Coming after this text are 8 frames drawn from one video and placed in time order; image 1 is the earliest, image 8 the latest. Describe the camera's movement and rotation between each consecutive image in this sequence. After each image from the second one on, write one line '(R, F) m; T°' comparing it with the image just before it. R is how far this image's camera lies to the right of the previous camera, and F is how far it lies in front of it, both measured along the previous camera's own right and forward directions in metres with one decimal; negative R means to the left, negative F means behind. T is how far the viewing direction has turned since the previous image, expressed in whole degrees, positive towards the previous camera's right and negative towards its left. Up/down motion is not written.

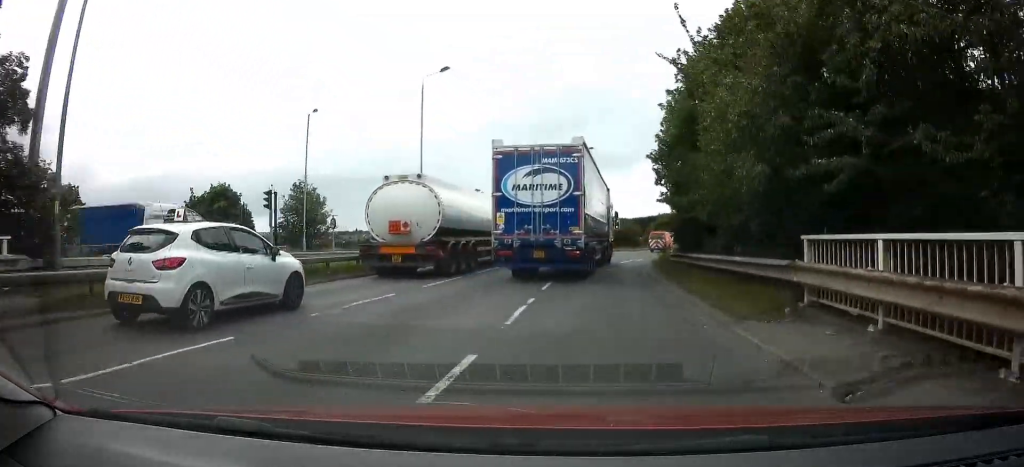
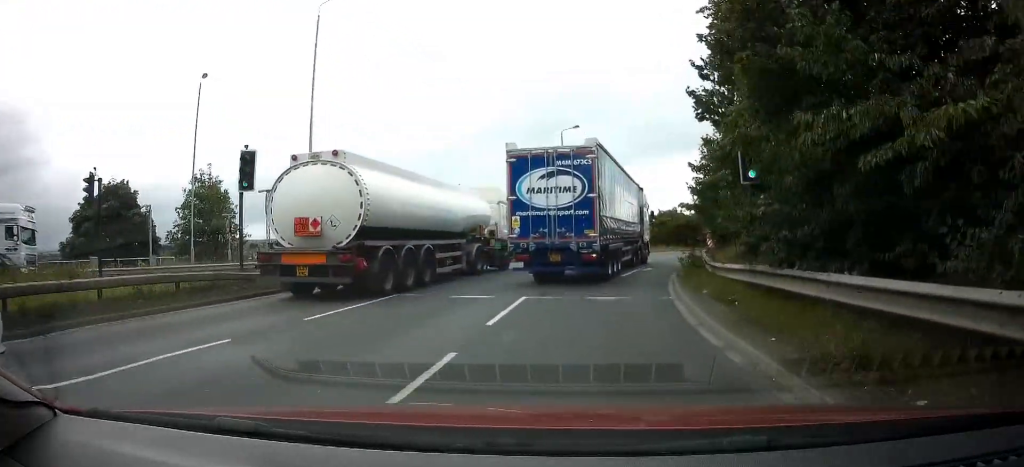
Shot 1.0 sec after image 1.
(+0.1, +11.4) m; +2°
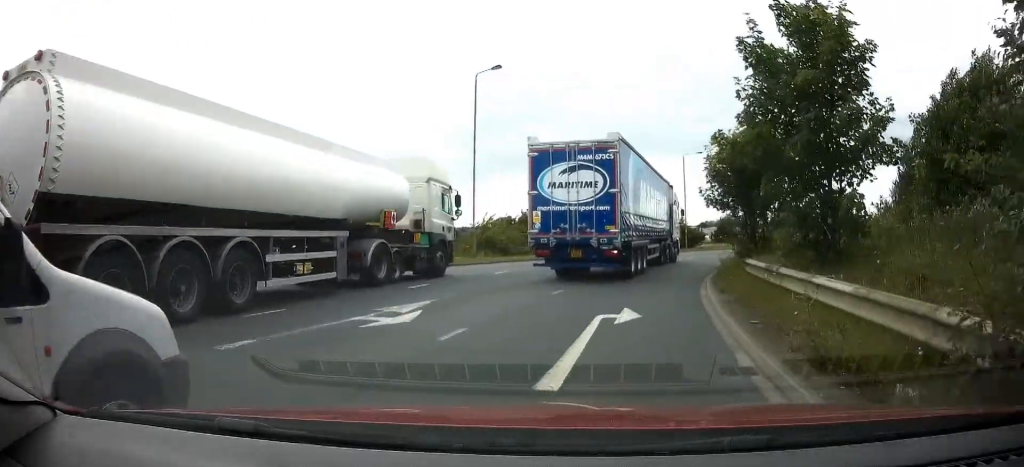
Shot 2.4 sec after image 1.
(+0.5, +15.3) m; +4°
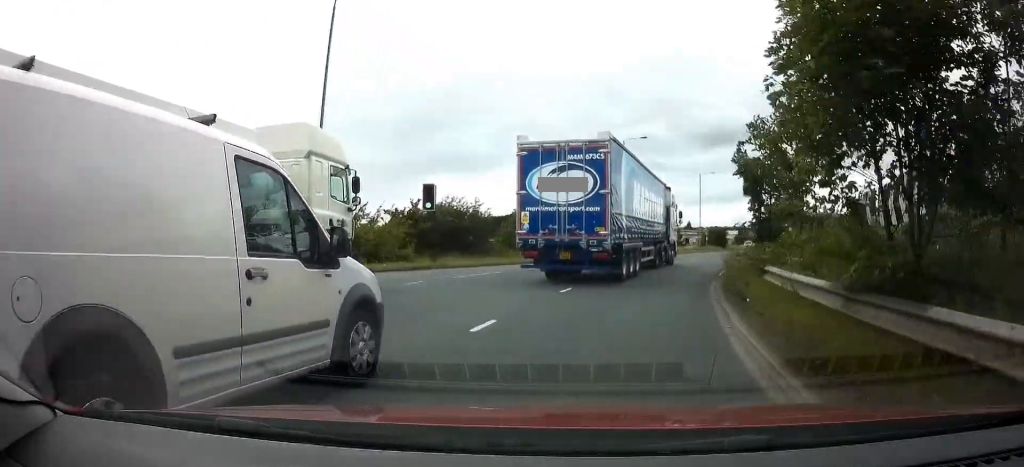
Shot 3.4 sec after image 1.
(+0.3, +10.5) m; +5°
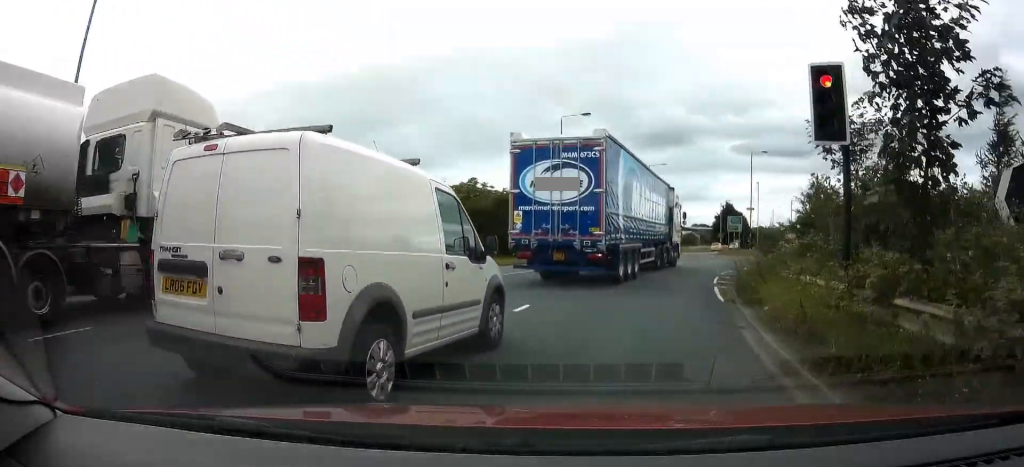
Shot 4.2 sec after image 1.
(+0.5, +9.3) m; +6°
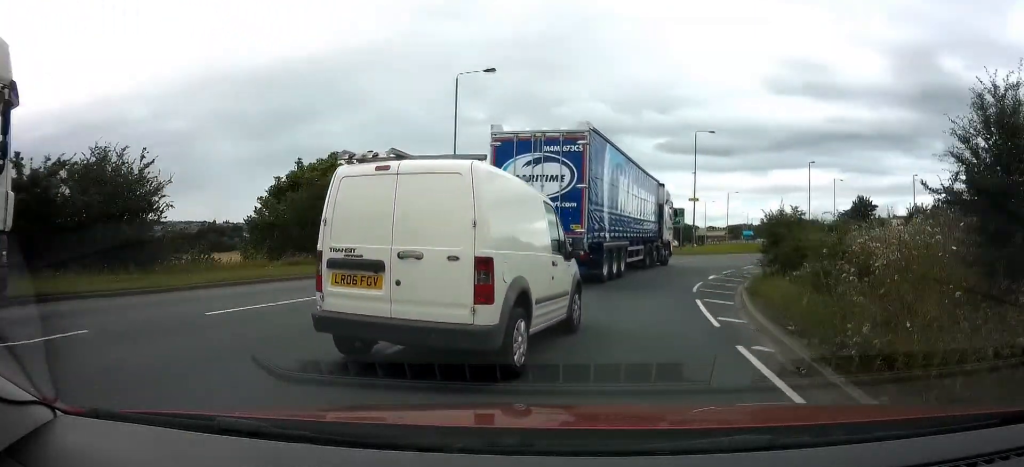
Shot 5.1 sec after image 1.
(+0.5, +9.5) m; +6°
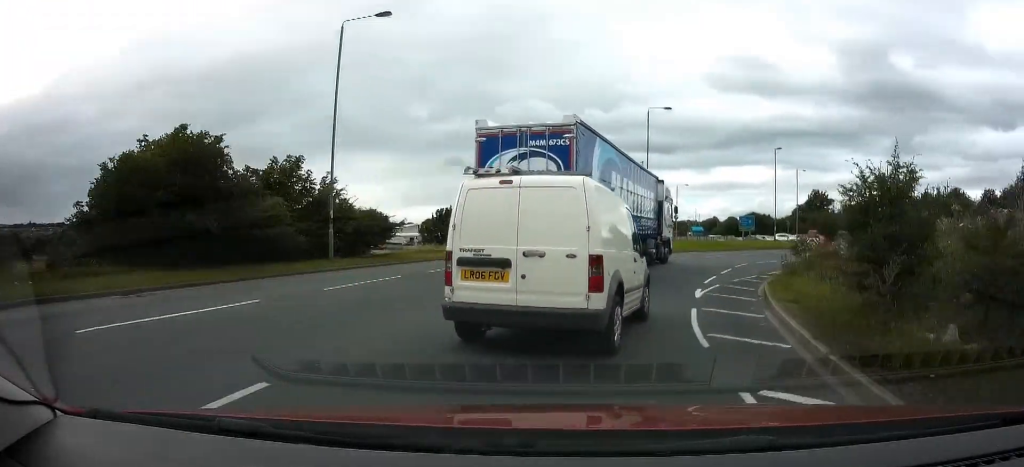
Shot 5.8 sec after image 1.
(+0.2, +8.2) m; +5°
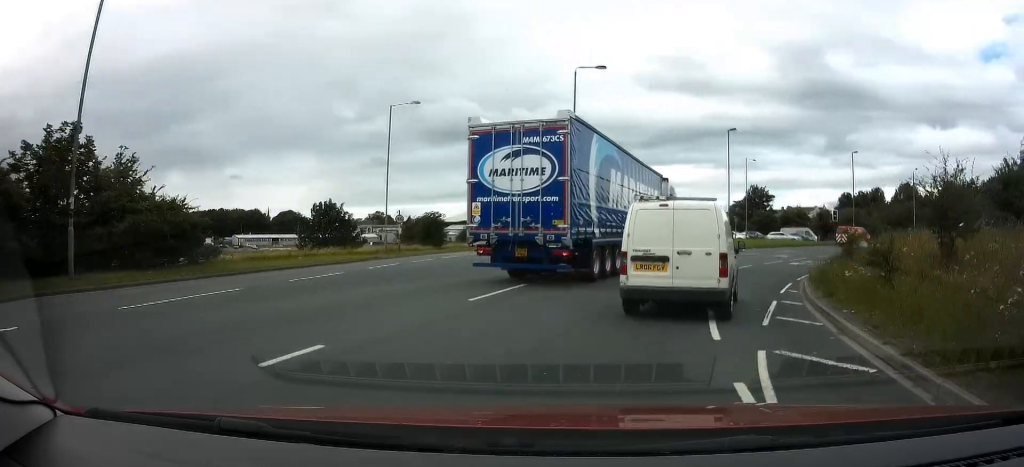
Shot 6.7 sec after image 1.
(+0.7, +10.6) m; +5°
